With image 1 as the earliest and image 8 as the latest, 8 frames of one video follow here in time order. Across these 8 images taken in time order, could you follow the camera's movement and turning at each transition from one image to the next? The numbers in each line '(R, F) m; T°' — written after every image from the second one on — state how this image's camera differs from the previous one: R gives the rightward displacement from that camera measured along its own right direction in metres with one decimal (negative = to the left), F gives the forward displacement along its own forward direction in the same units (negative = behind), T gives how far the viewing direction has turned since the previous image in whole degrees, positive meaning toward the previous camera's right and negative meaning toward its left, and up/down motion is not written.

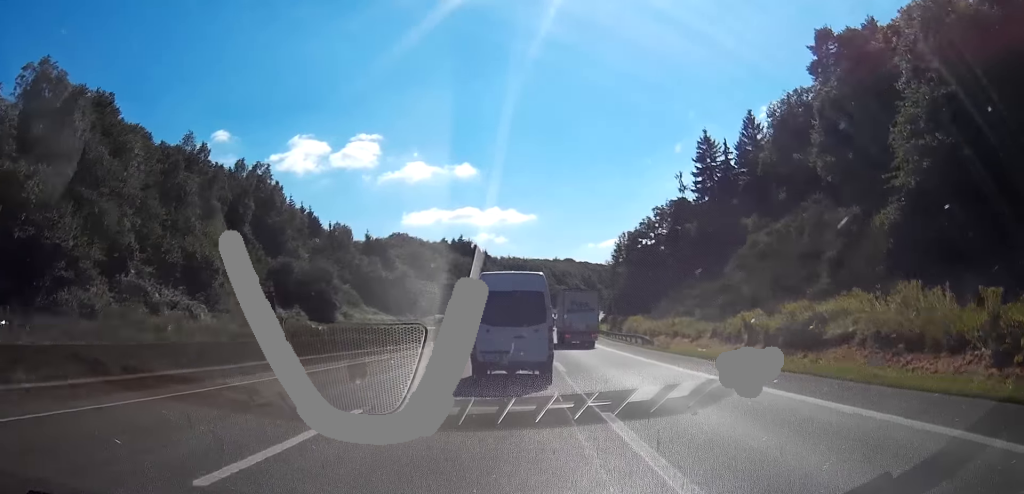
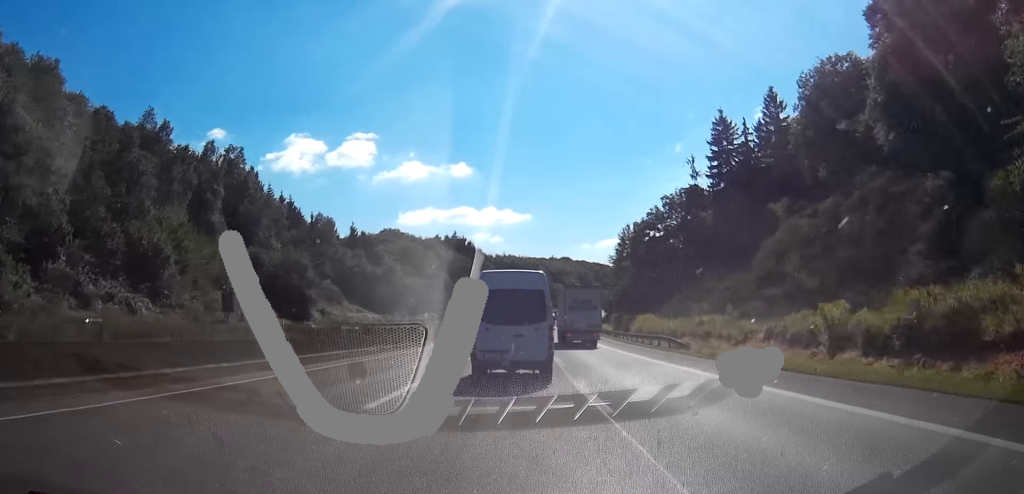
(0.0, +11.8) m; +1°
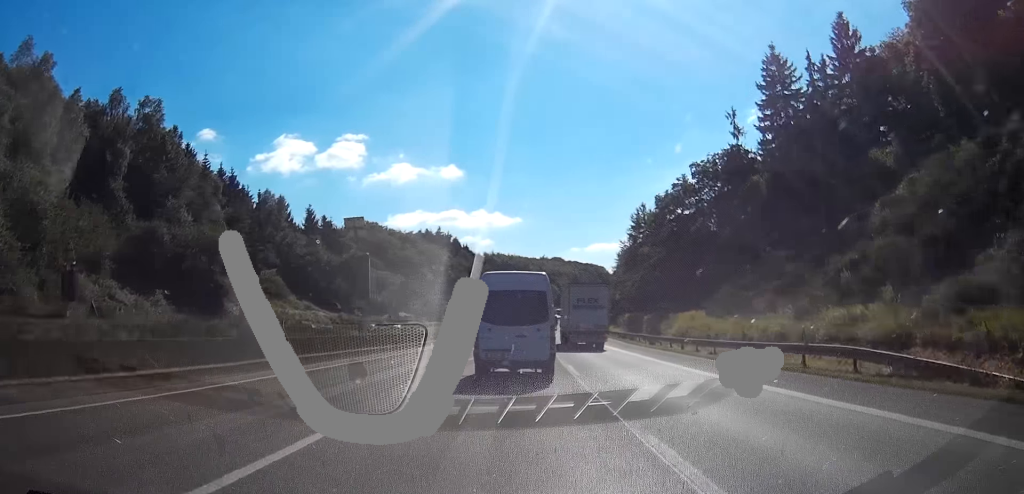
(+0.8, +27.6) m; +3°
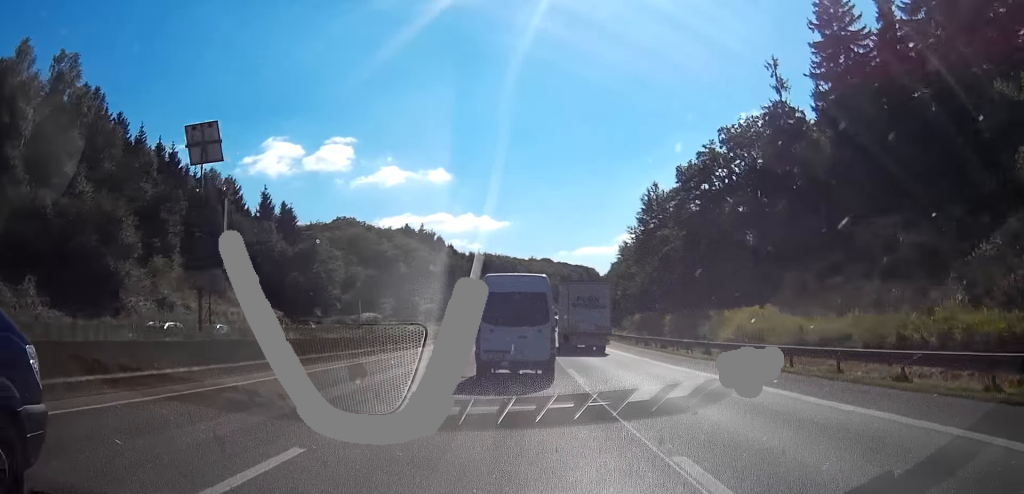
(0.0, +19.2) m; 0°
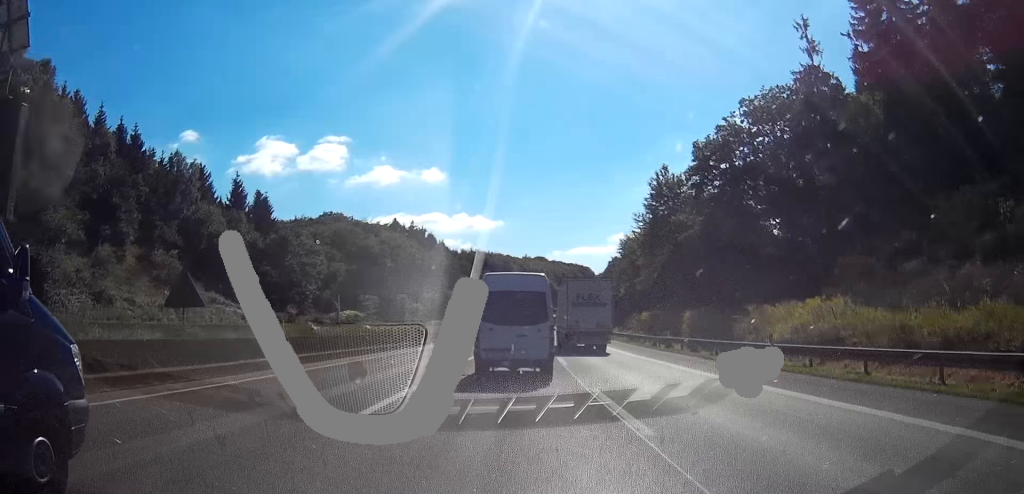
(0.0, +9.9) m; +1°
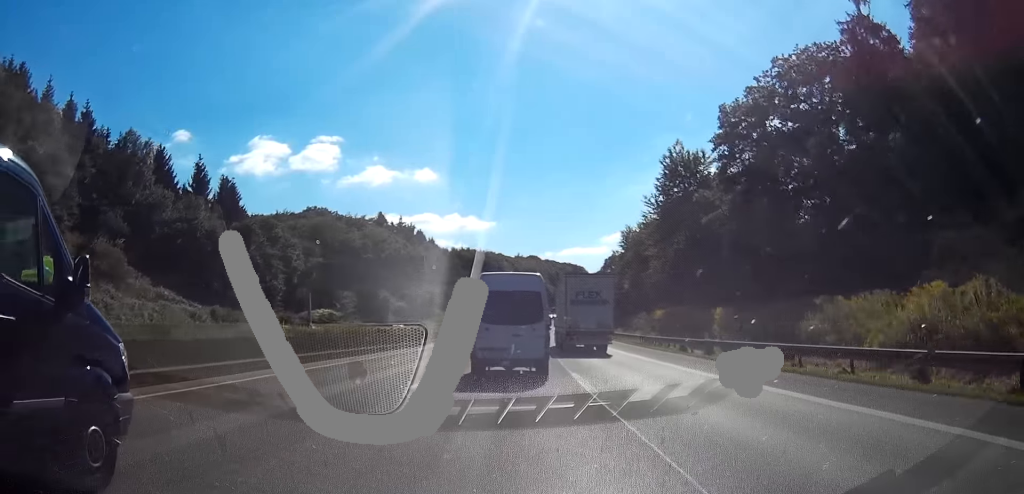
(-0.1, +11.3) m; +1°
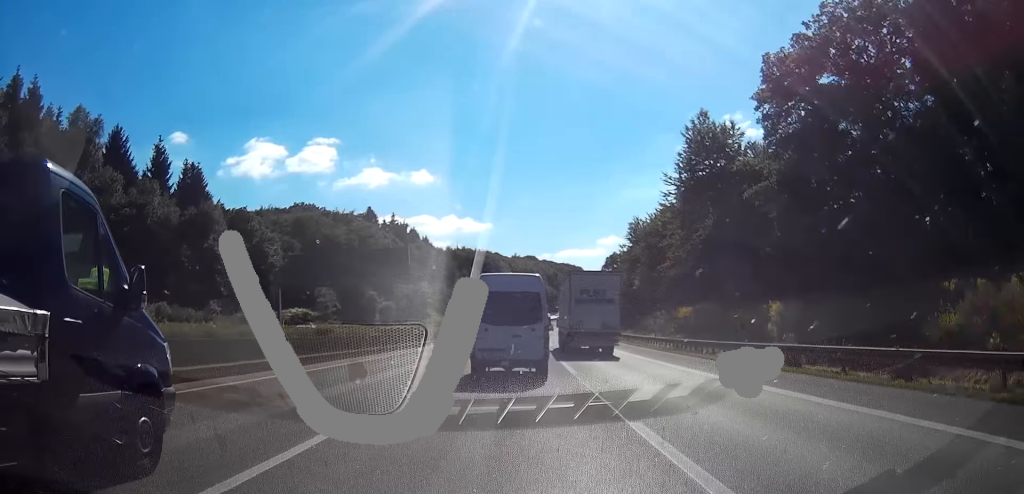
(+0.4, +11.3) m; +1°
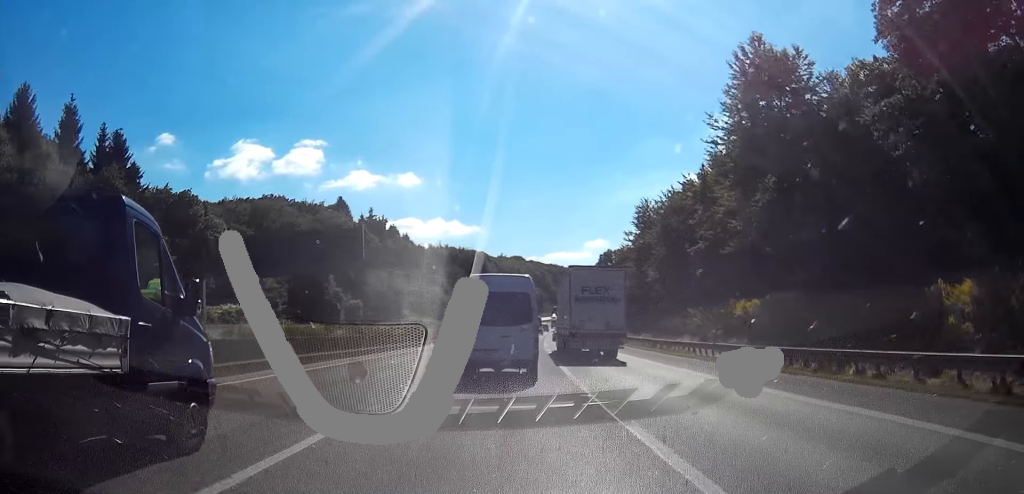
(+0.3, +18.0) m; +1°
